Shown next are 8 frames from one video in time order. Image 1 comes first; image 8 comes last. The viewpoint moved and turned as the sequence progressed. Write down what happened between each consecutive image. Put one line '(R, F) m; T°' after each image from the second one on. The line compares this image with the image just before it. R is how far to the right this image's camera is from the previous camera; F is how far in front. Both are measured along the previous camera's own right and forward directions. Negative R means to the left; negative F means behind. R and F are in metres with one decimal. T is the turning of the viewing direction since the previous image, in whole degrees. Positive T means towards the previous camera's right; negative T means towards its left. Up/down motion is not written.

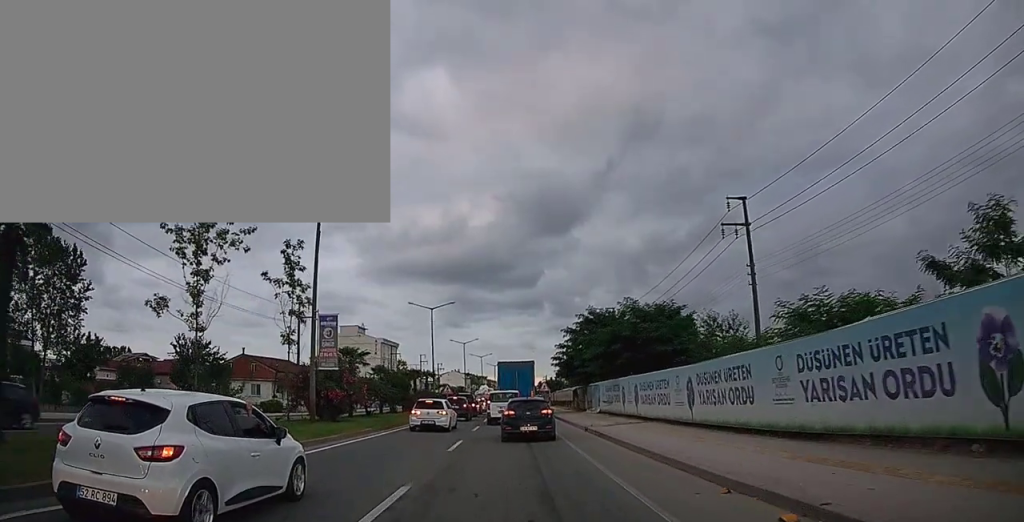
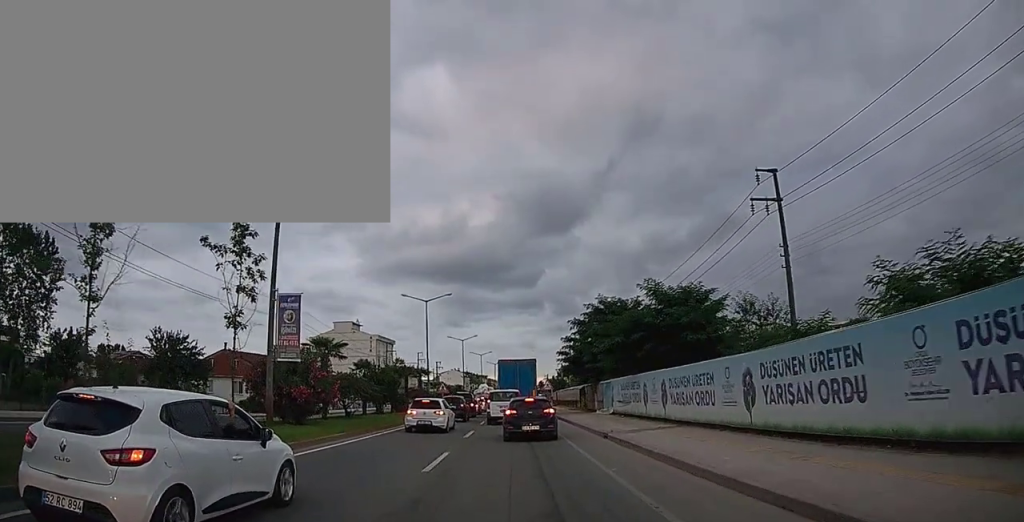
(+0.2, +4.8) m; 0°
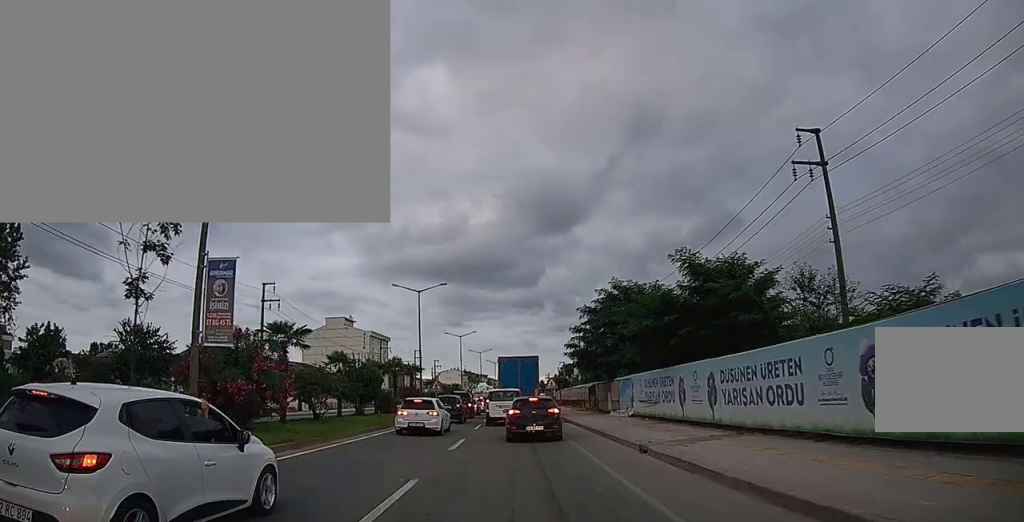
(-0.1, +5.4) m; 0°
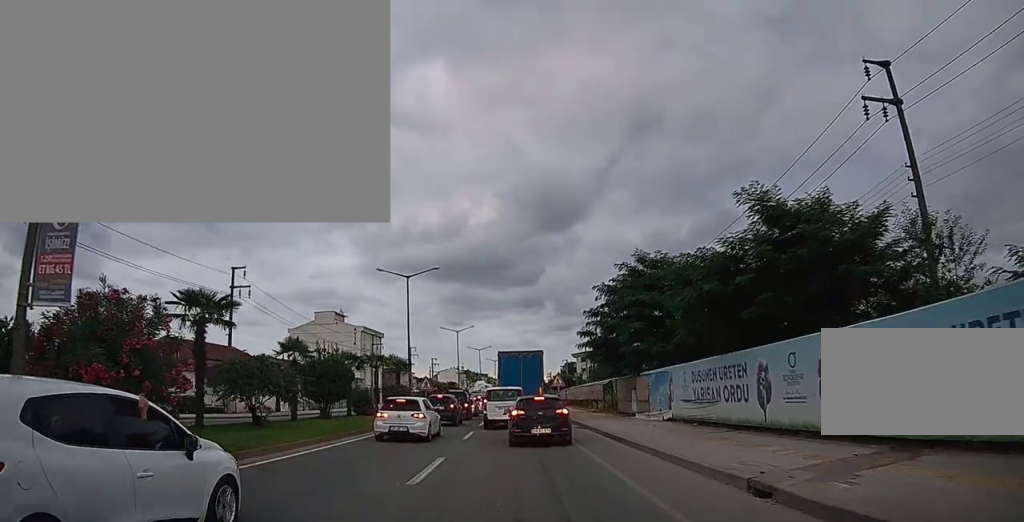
(0.0, +6.6) m; -1°
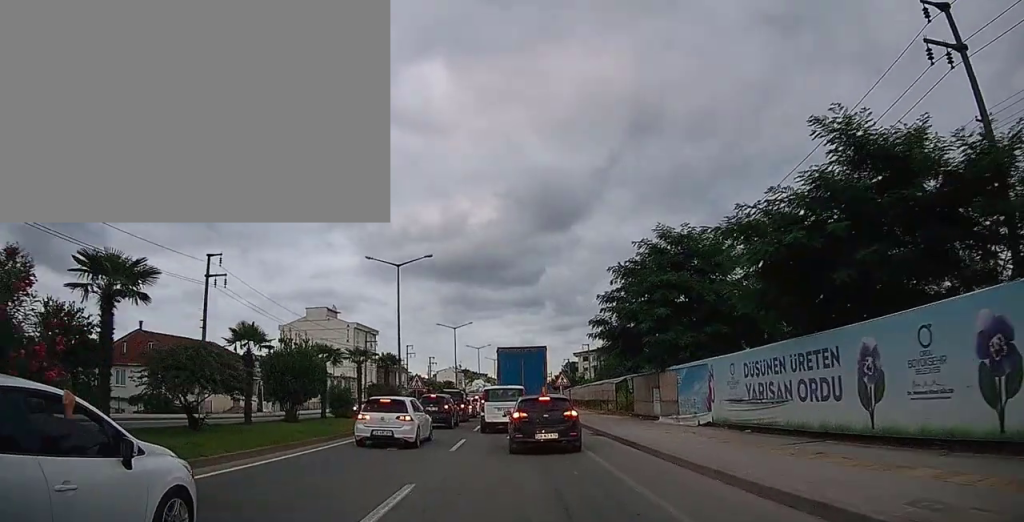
(0.0, +4.3) m; -1°
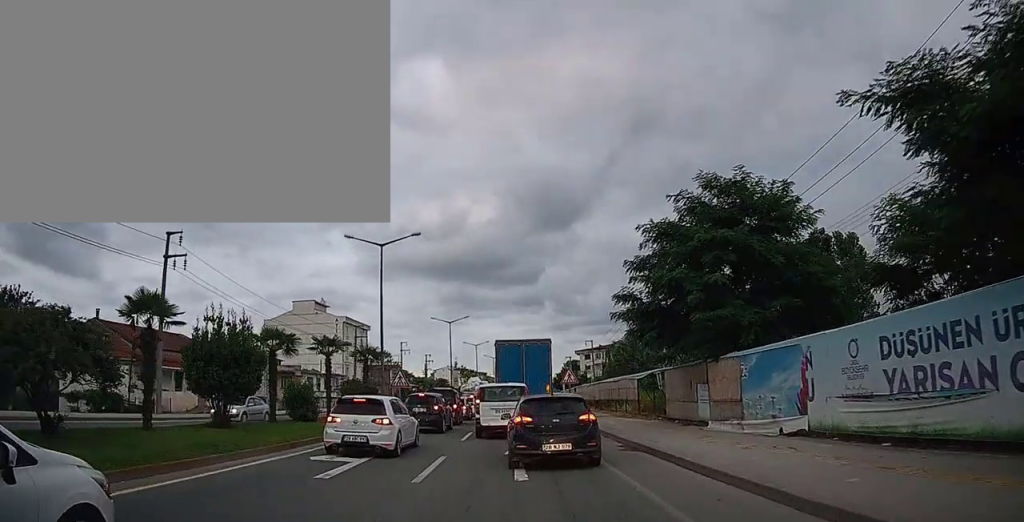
(-0.1, +6.2) m; 0°
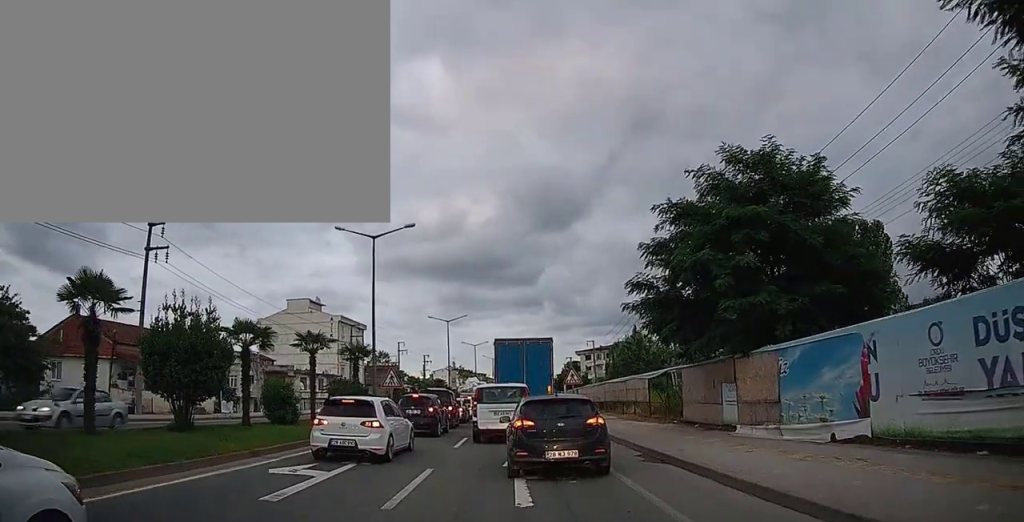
(0.0, +2.4) m; +1°
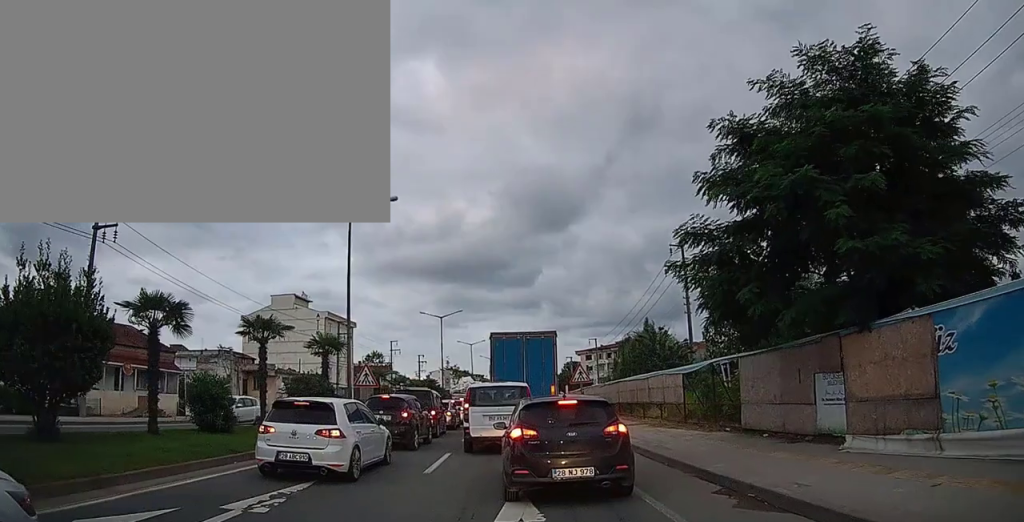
(0.0, +5.8) m; +3°
